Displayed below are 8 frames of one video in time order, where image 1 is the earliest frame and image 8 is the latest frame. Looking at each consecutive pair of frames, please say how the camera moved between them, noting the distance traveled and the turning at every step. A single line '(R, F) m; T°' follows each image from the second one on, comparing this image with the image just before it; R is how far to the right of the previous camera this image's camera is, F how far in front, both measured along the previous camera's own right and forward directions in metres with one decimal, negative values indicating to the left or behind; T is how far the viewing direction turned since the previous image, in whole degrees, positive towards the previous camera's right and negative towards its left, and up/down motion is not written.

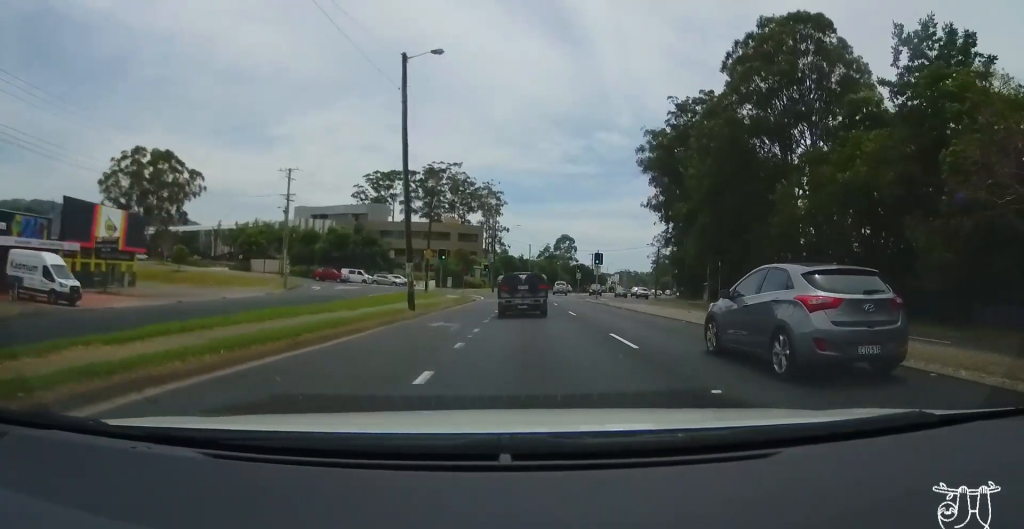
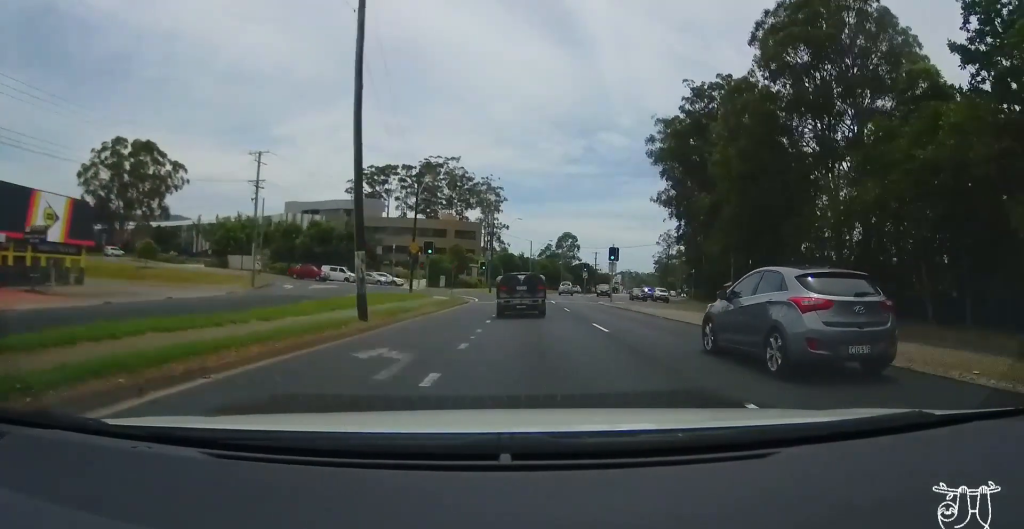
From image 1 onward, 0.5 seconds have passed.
(0.0, +7.6) m; +1°
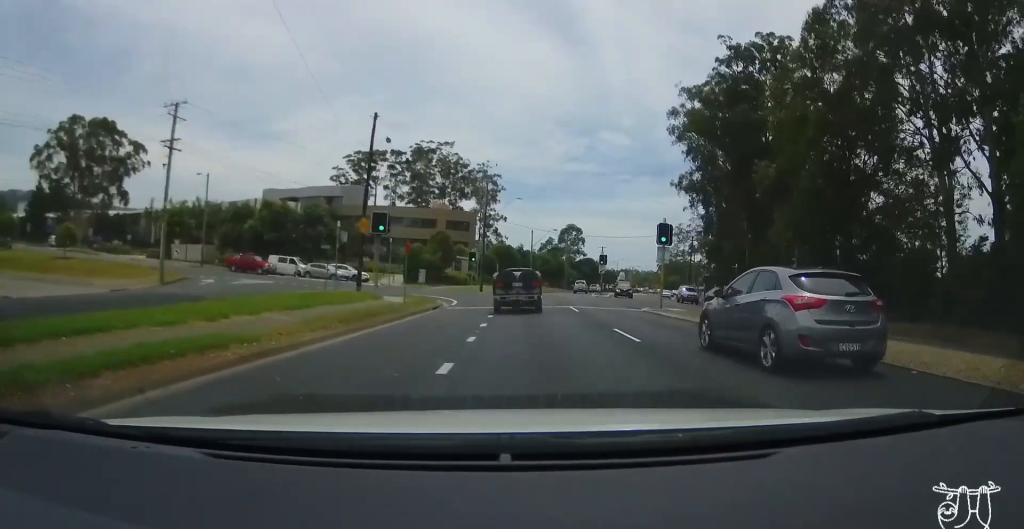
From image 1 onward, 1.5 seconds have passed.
(+0.5, +14.8) m; +1°
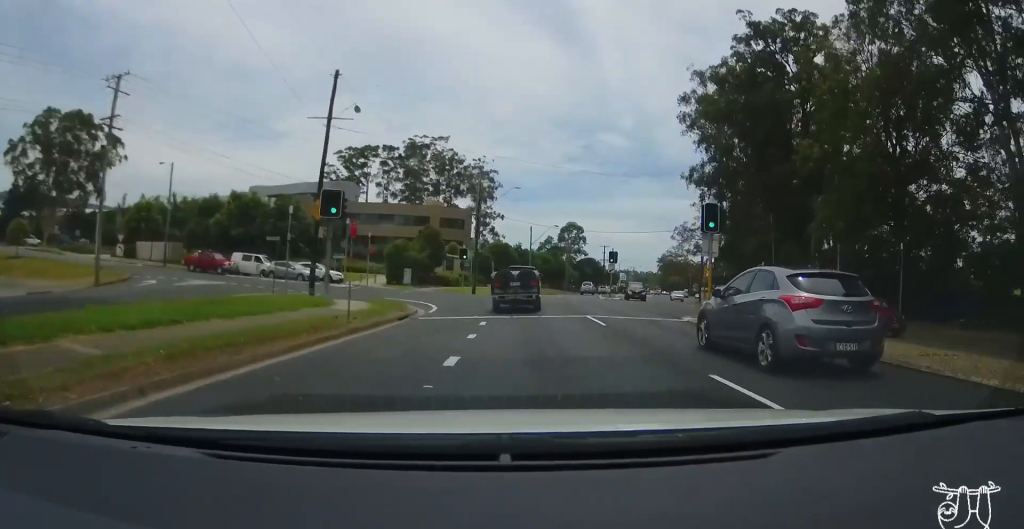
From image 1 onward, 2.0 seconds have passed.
(-0.2, +7.3) m; 0°
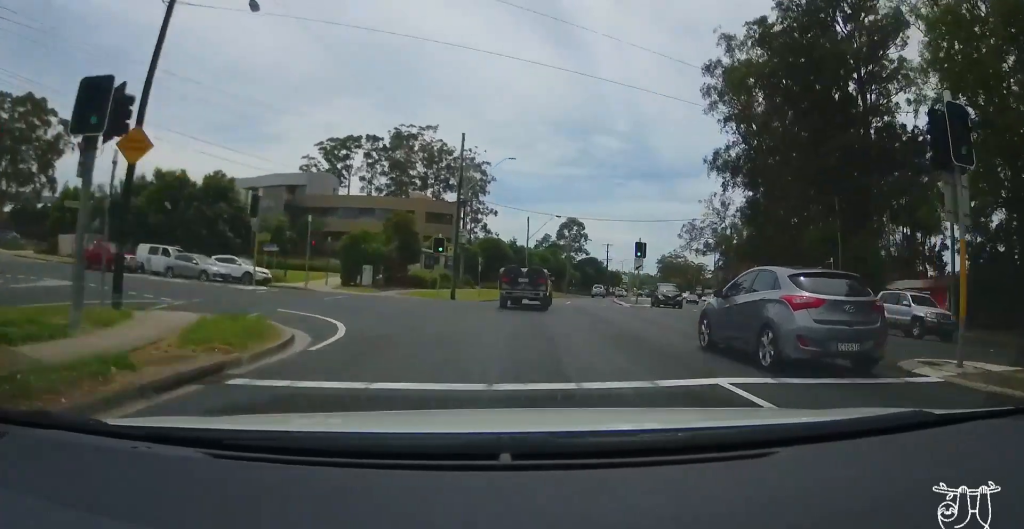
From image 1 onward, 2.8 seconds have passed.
(+0.1, +13.1) m; 0°
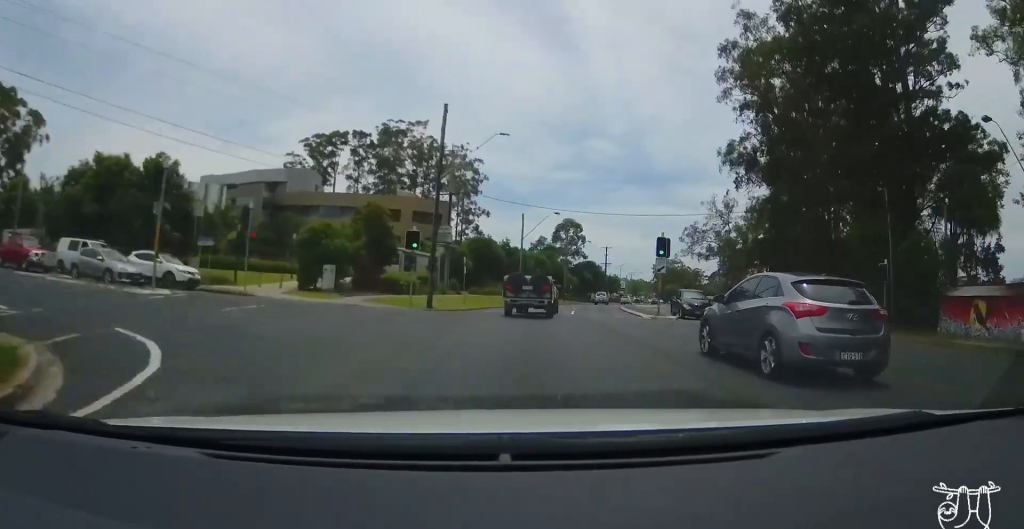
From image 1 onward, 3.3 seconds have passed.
(+0.1, +7.6) m; 0°
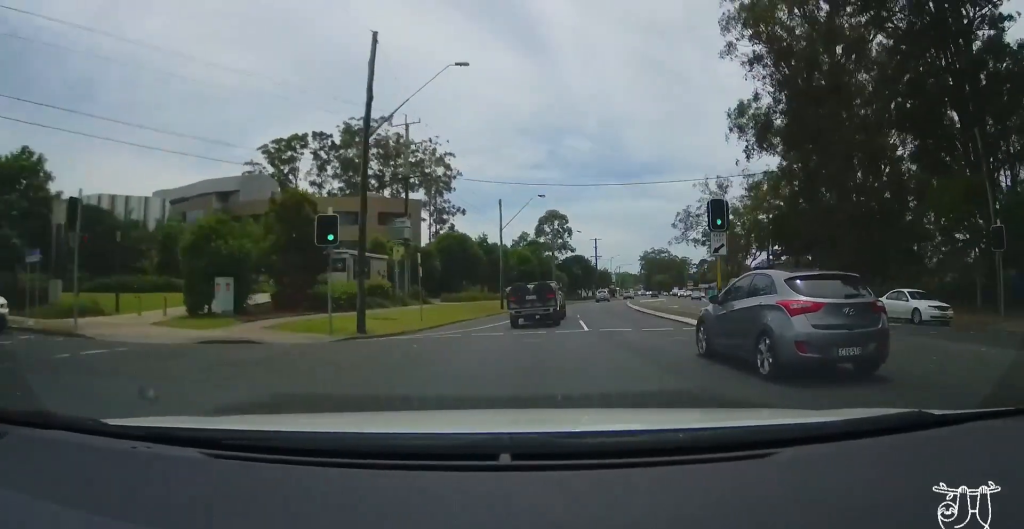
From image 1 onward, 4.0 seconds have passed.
(-0.3, +10.8) m; +3°
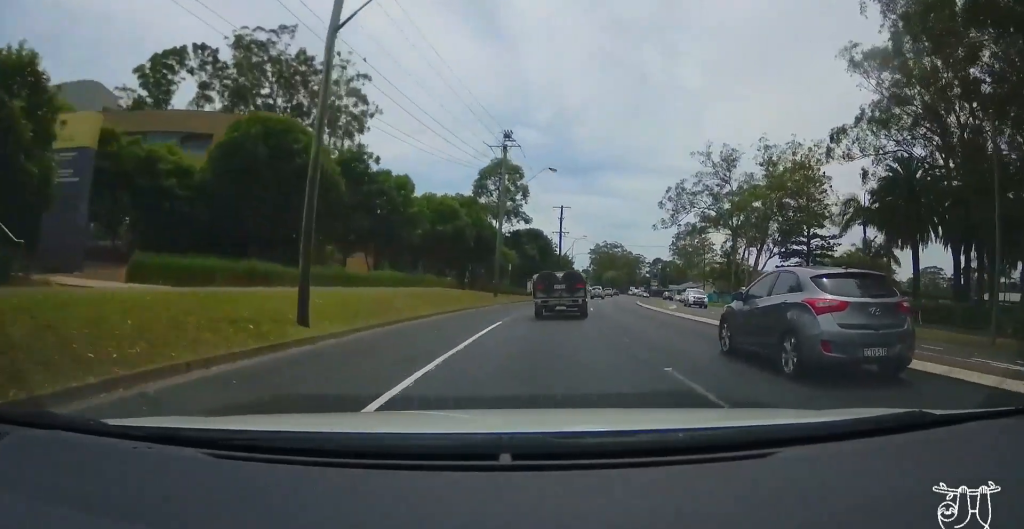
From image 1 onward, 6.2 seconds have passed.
(+2.5, +35.8) m; +3°
